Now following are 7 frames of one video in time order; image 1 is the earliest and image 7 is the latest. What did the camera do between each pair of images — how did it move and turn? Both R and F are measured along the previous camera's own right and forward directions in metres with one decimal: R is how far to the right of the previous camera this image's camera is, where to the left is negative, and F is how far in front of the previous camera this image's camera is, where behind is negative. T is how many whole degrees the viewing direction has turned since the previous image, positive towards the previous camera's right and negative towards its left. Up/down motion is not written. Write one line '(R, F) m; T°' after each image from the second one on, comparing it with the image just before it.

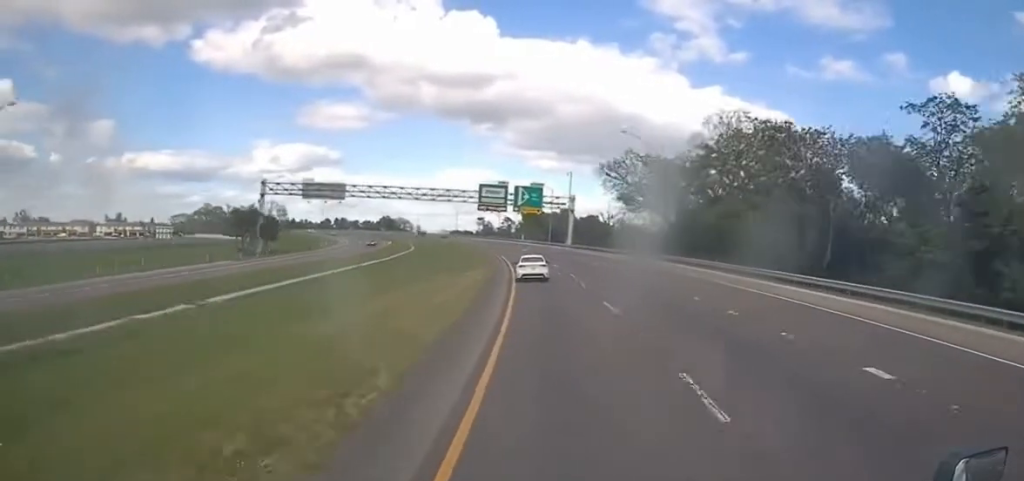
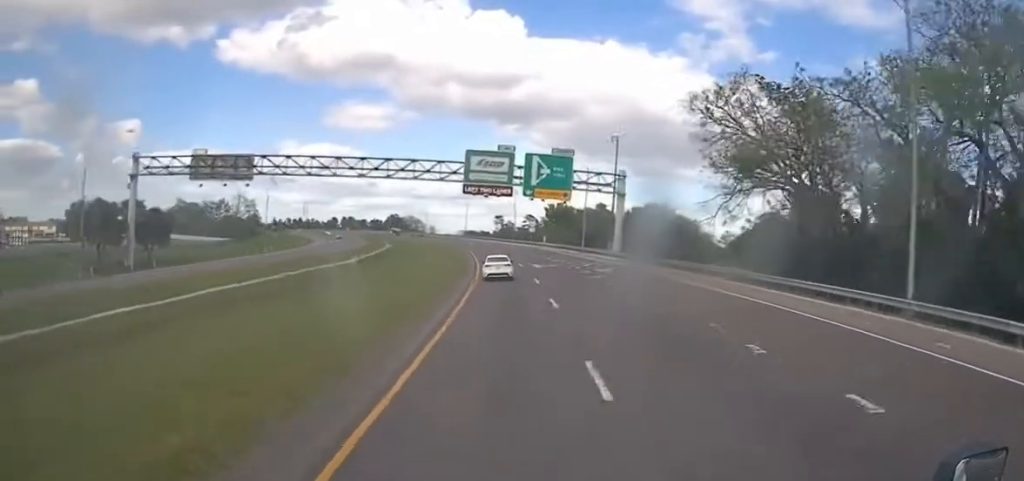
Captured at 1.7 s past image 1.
(+4.1, +48.5) m; +2°
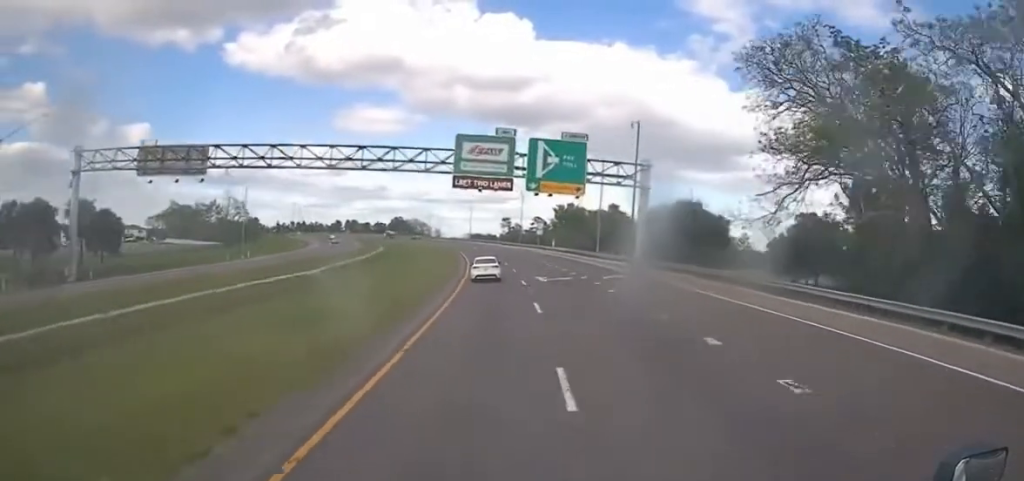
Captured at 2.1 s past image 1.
(-0.5, +12.8) m; -3°
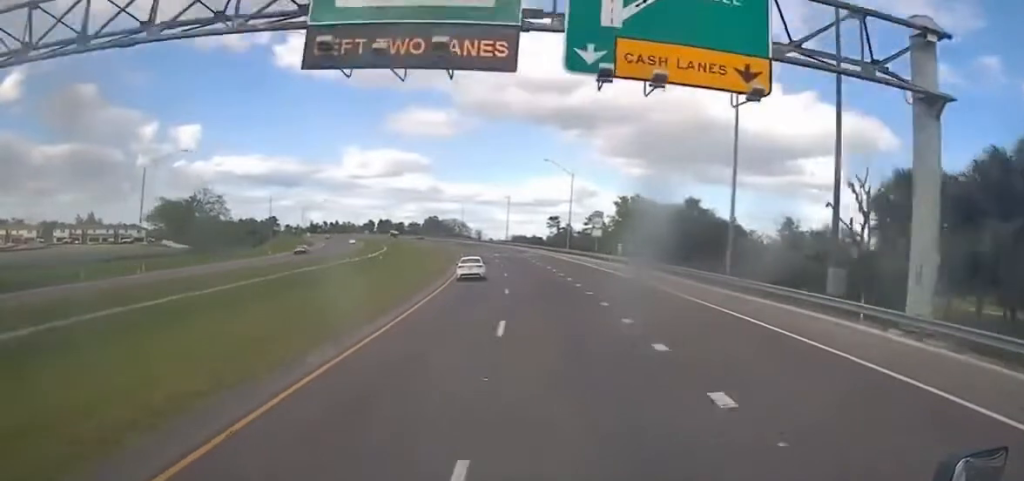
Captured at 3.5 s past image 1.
(-2.6, +42.1) m; -6°
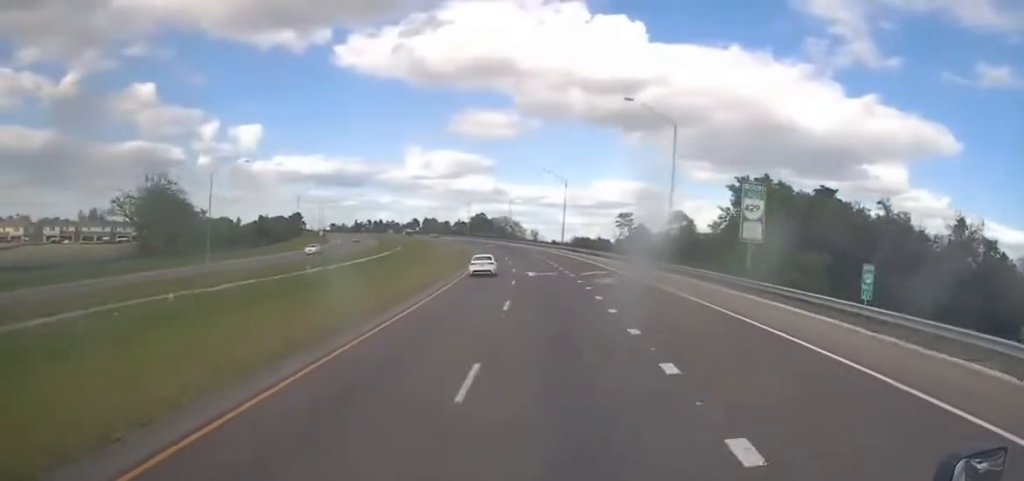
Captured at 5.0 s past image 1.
(-1.3, +44.2) m; -3°
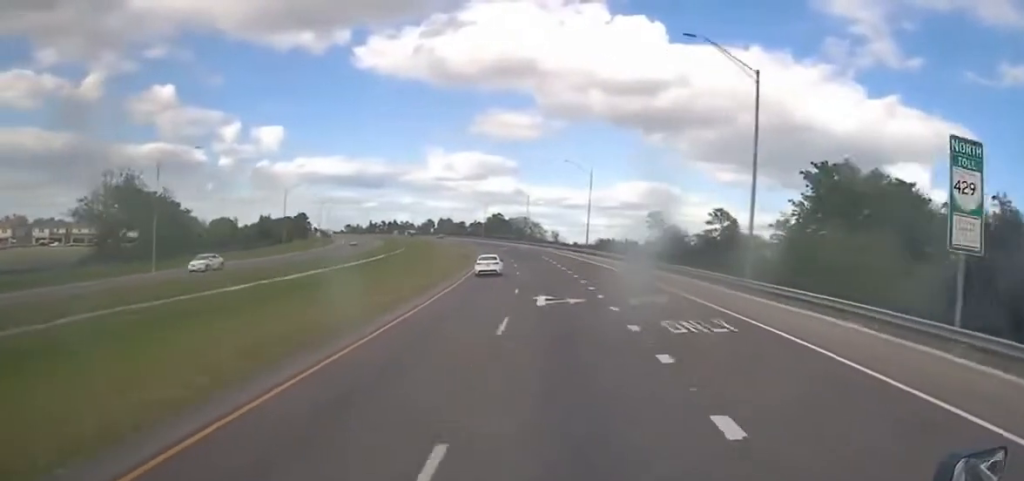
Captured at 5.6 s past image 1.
(-0.2, +17.7) m; -3°
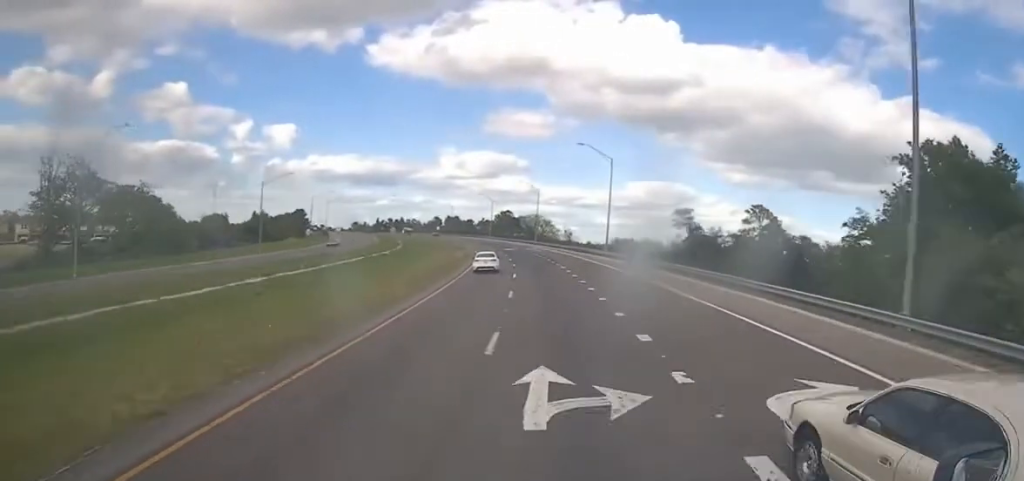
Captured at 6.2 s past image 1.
(+0.2, +15.7) m; -3°
